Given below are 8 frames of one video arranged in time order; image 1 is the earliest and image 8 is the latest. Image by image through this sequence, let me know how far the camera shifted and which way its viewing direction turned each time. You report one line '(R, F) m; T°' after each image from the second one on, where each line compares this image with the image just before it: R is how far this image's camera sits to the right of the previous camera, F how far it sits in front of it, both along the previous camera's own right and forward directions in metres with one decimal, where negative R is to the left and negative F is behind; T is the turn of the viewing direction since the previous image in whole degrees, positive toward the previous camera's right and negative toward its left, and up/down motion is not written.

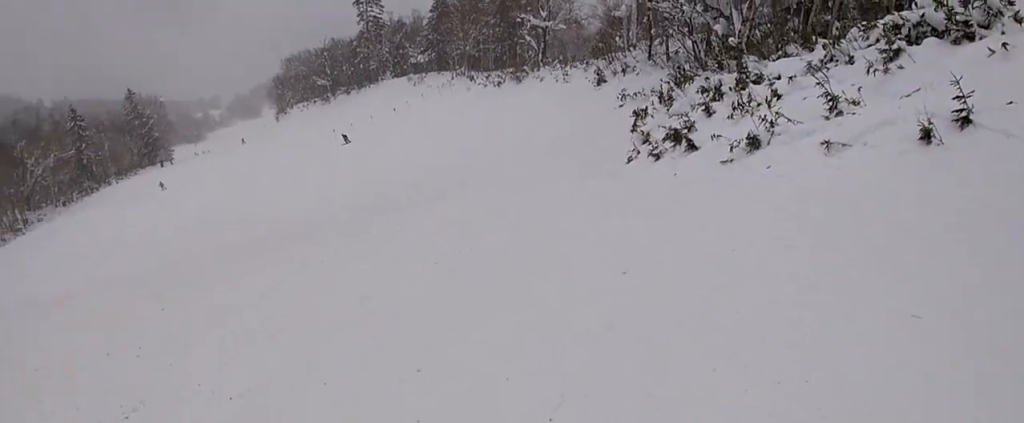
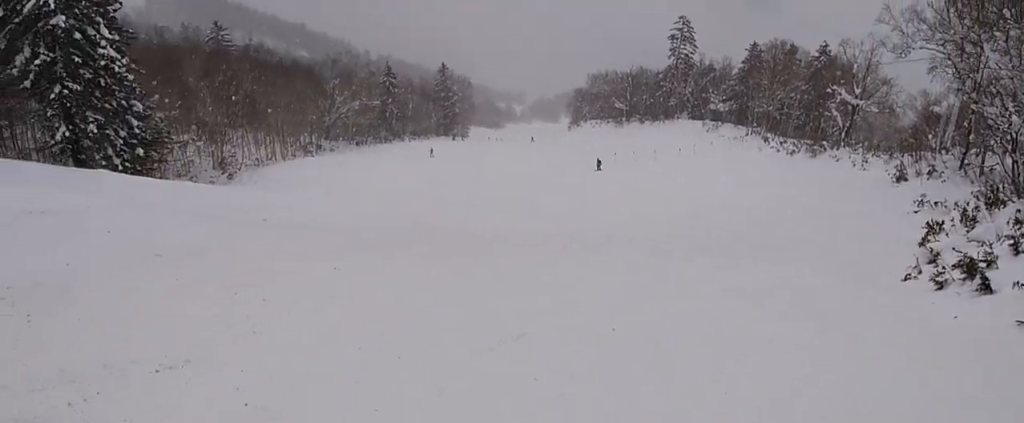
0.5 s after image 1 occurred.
(+0.2, +1.7) m; -11°
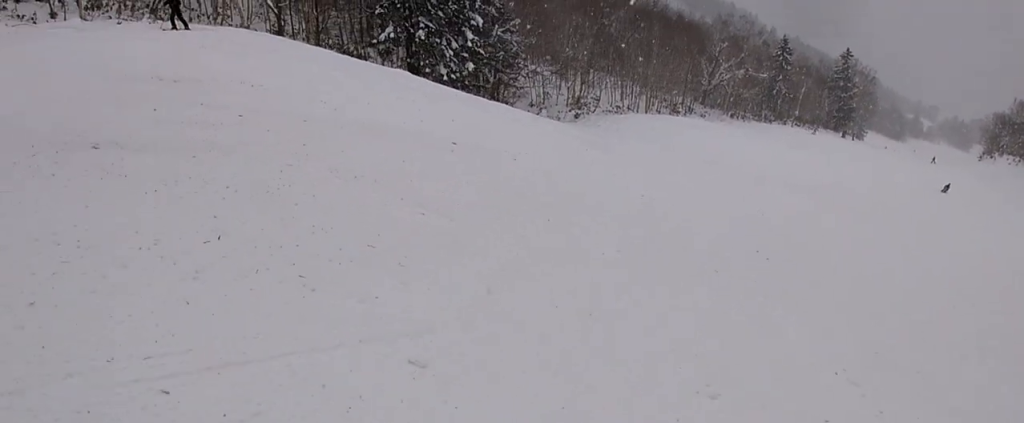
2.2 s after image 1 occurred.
(-2.7, +5.7) m; -33°
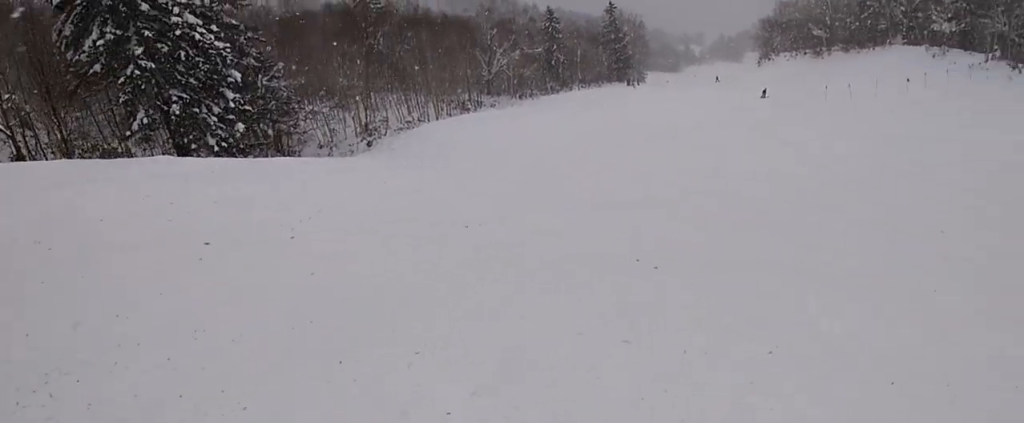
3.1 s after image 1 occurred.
(0.0, +3.4) m; +7°
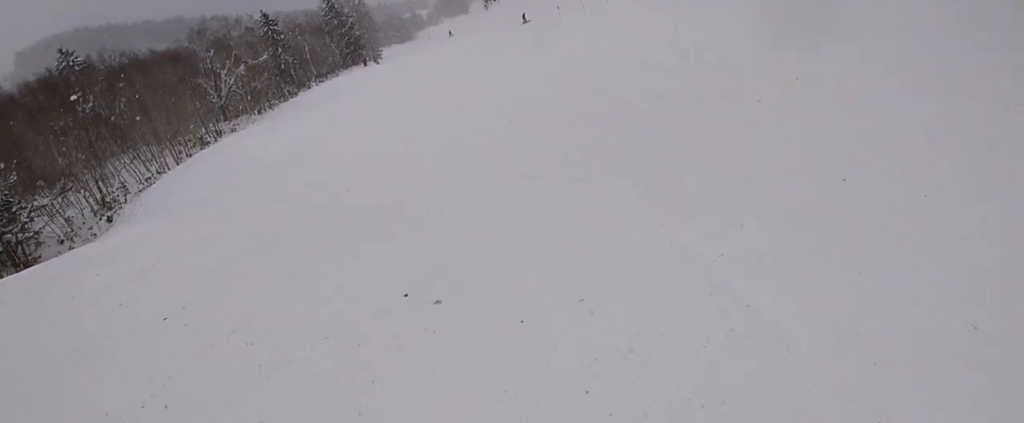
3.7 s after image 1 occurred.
(-0.1, +2.8) m; +13°
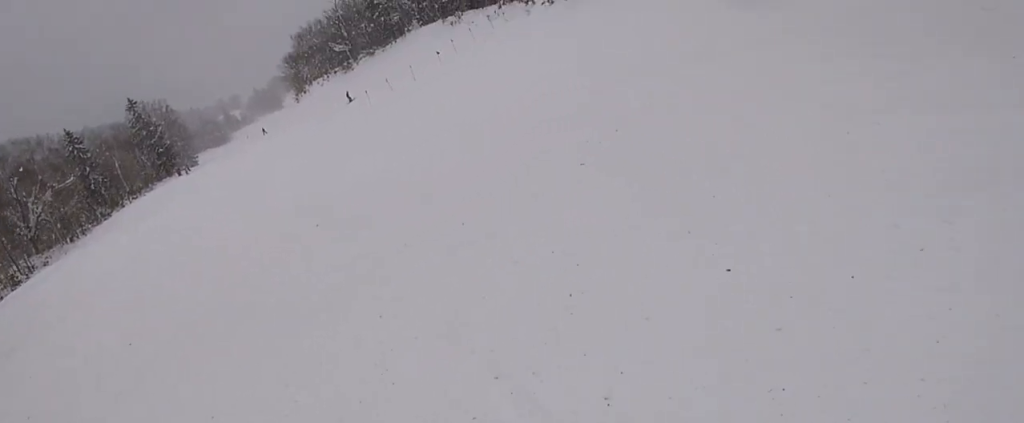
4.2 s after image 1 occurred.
(+0.5, +1.7) m; -2°
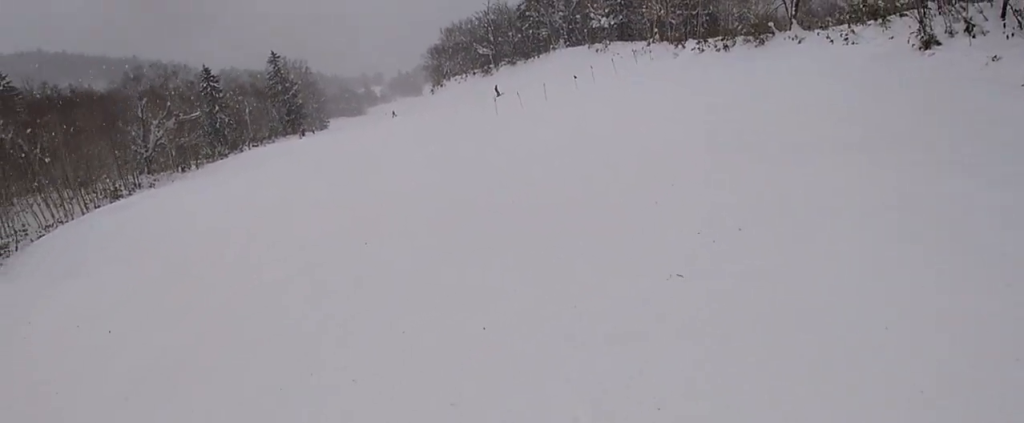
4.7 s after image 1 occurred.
(+0.7, +2.4) m; -3°
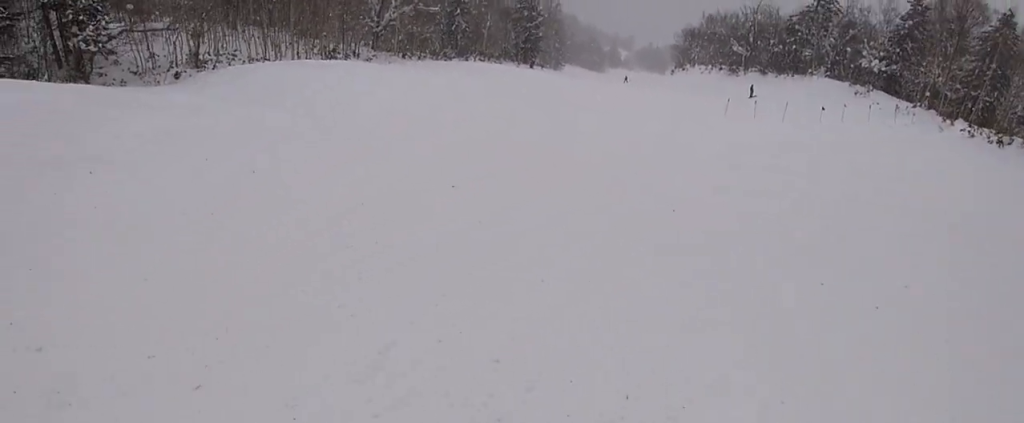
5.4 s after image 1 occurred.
(-1.0, +3.3) m; -12°
